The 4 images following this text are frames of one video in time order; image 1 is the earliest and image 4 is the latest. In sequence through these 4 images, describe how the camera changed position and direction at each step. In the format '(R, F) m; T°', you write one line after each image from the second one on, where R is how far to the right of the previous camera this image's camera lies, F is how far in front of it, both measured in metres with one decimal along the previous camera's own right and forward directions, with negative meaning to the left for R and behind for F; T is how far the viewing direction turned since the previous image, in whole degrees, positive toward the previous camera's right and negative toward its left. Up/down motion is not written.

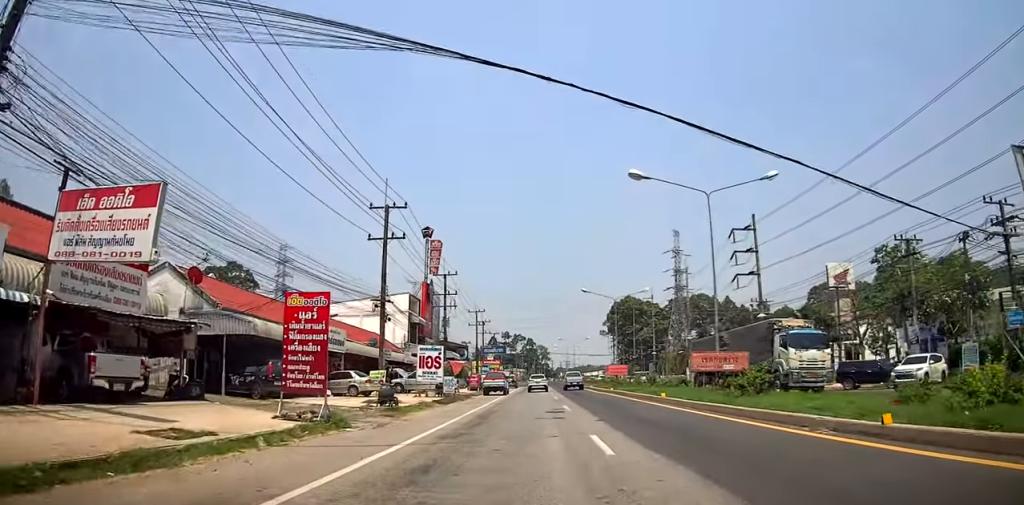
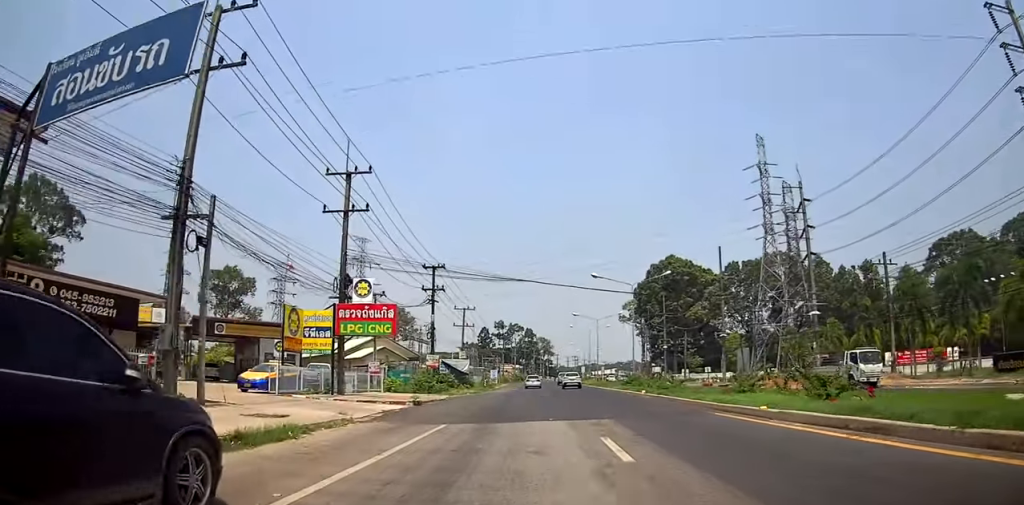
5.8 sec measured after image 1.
(-0.2, +78.2) m; -2°
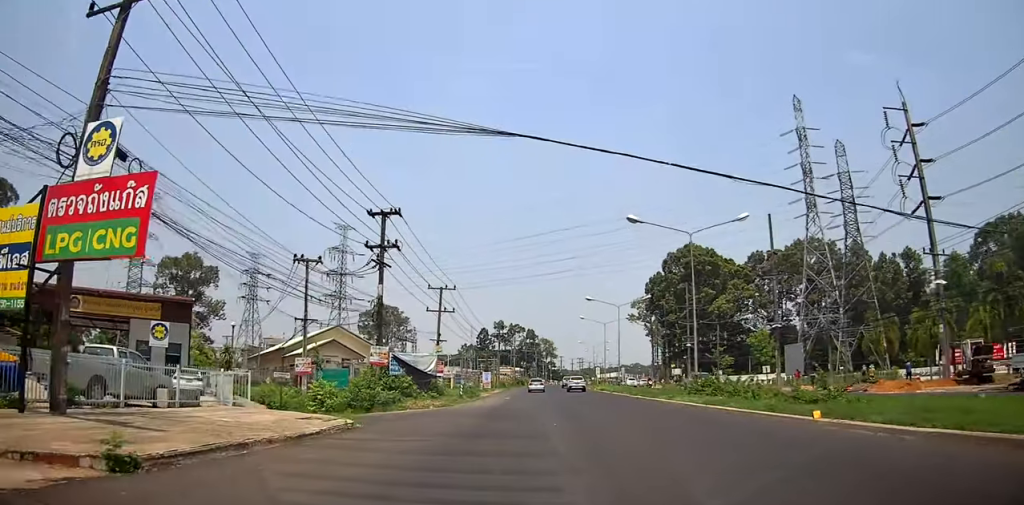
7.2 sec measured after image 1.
(-0.3, +19.0) m; -1°
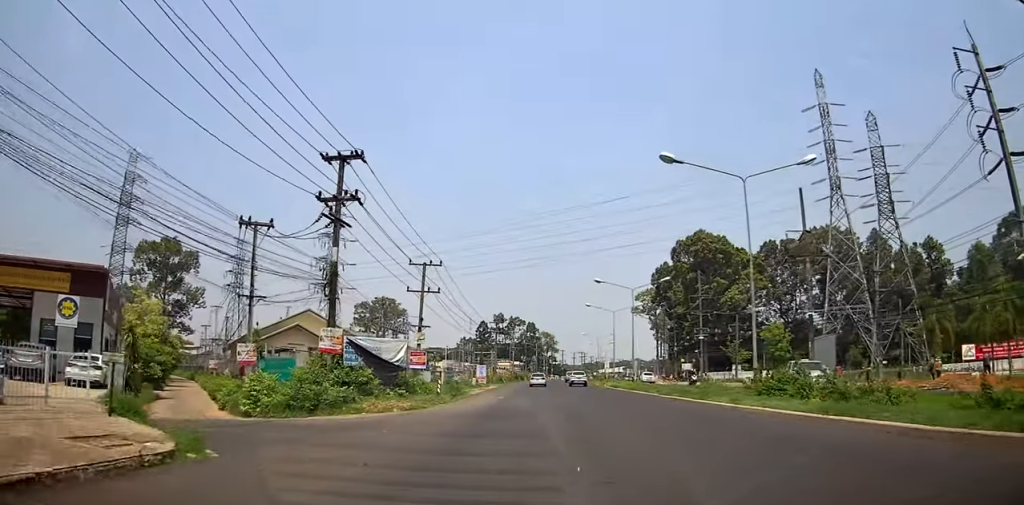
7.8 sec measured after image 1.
(0.0, +8.3) m; 0°
